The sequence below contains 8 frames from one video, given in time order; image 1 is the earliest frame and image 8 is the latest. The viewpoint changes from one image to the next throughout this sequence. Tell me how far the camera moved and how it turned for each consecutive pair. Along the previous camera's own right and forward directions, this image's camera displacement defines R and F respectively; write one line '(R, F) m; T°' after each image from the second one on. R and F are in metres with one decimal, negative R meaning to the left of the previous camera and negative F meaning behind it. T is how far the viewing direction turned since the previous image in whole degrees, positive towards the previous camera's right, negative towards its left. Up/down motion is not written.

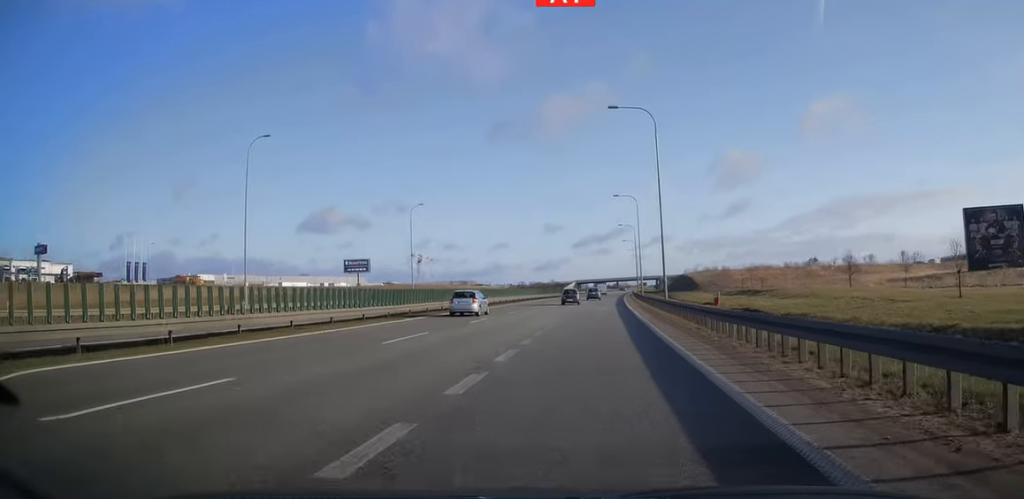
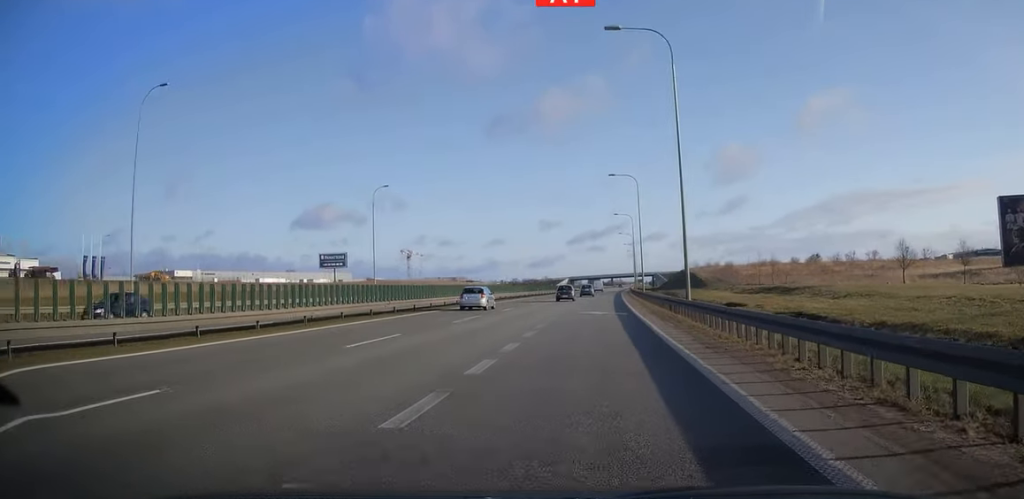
(+0.1, +14.3) m; +1°
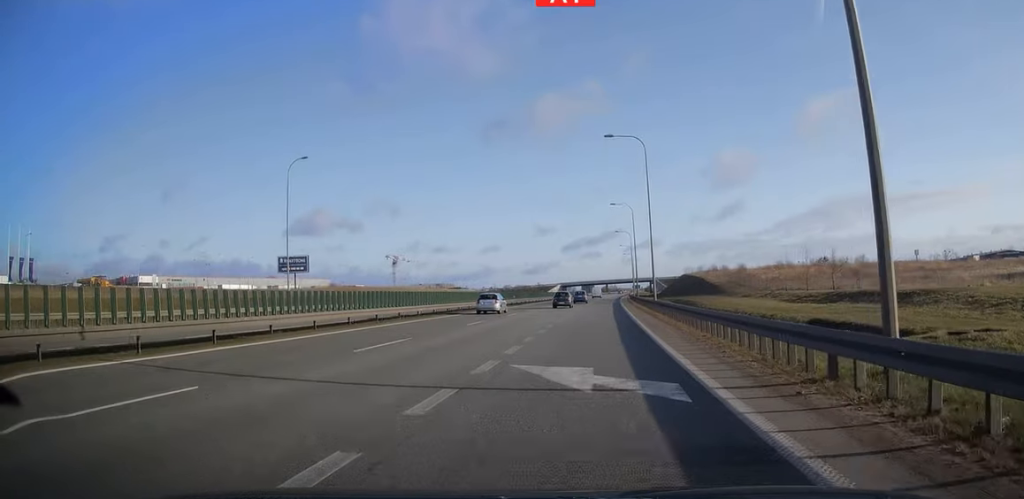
(+0.1, +22.8) m; +1°
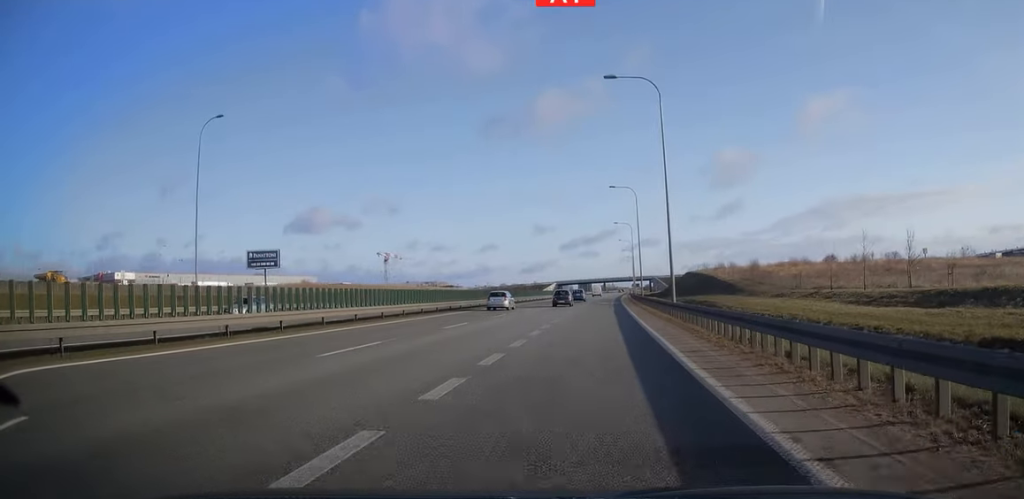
(0.0, +15.1) m; 0°
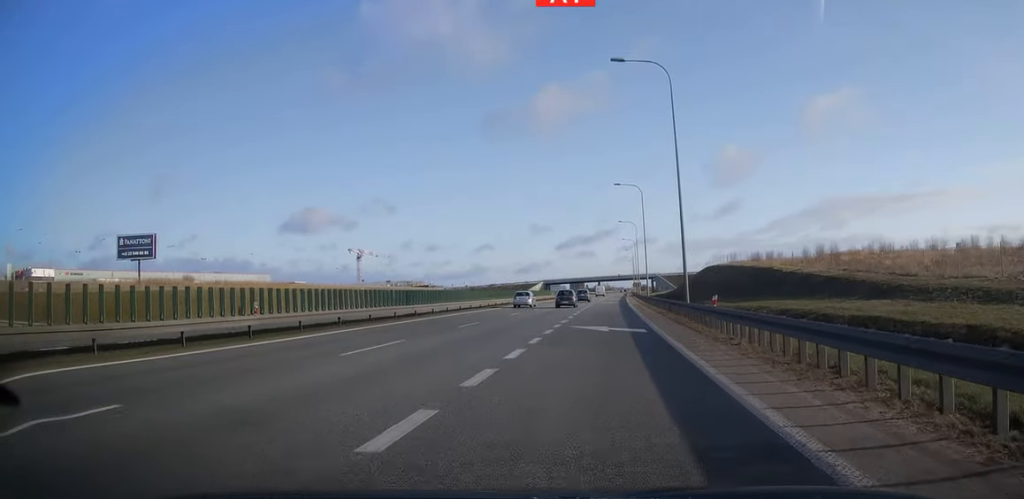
(+0.2, +46.9) m; 0°
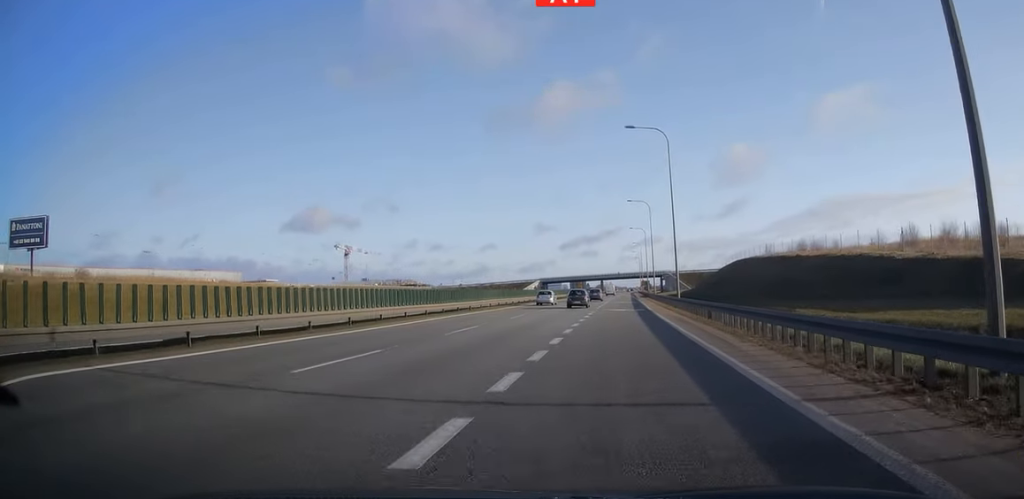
(0.0, +28.6) m; 0°
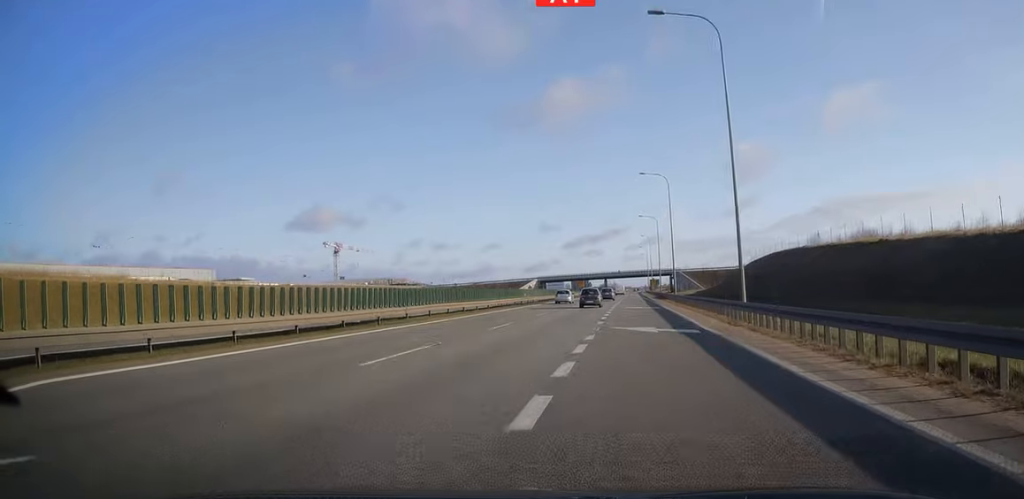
(0.0, +22.5) m; 0°
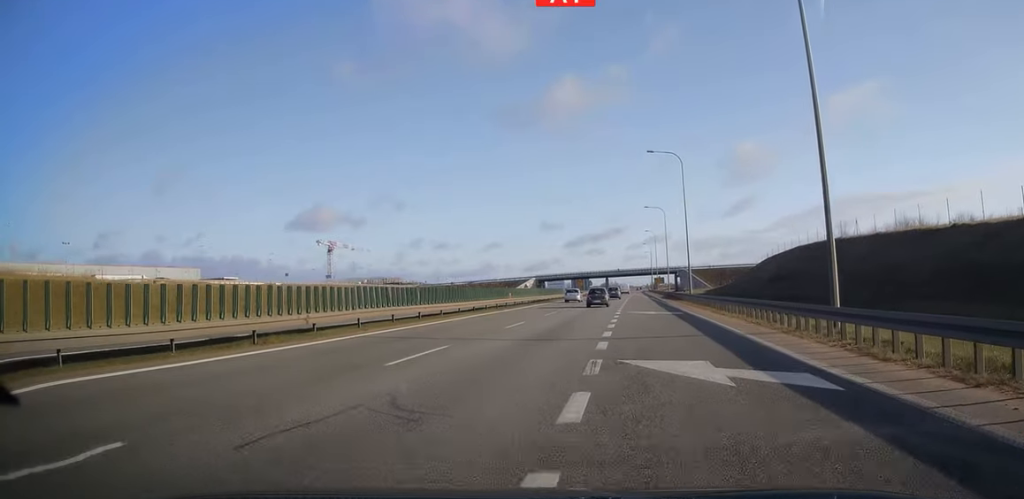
(-0.1, +11.6) m; 0°
